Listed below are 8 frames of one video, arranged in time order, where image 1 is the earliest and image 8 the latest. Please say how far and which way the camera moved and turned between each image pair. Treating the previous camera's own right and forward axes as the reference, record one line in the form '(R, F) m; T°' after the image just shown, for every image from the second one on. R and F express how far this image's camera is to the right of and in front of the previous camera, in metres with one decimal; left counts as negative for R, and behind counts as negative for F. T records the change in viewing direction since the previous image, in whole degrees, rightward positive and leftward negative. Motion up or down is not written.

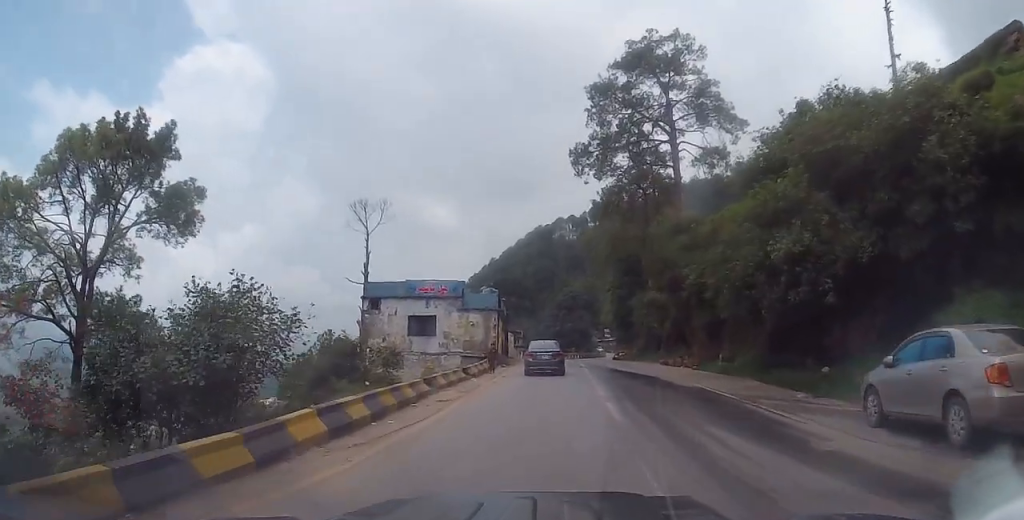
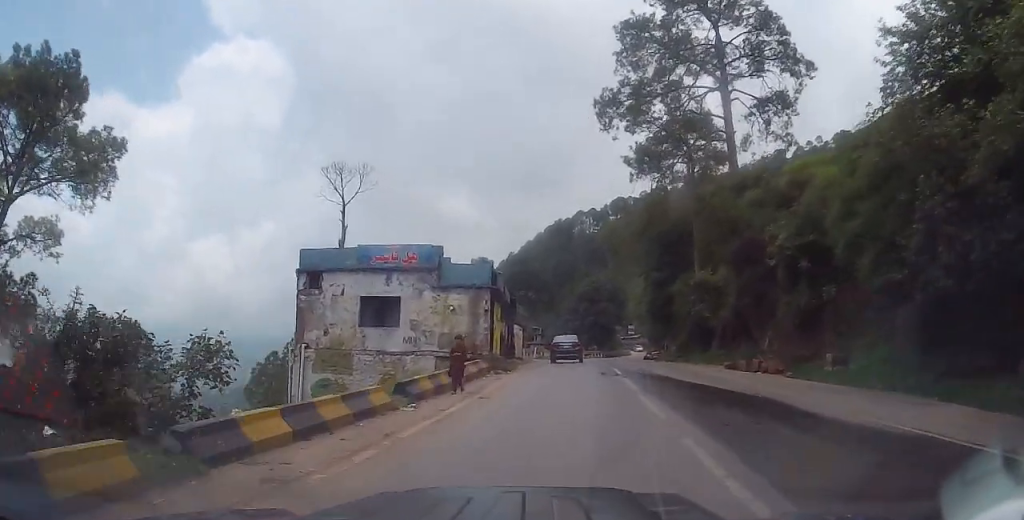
(-0.4, +12.2) m; -5°
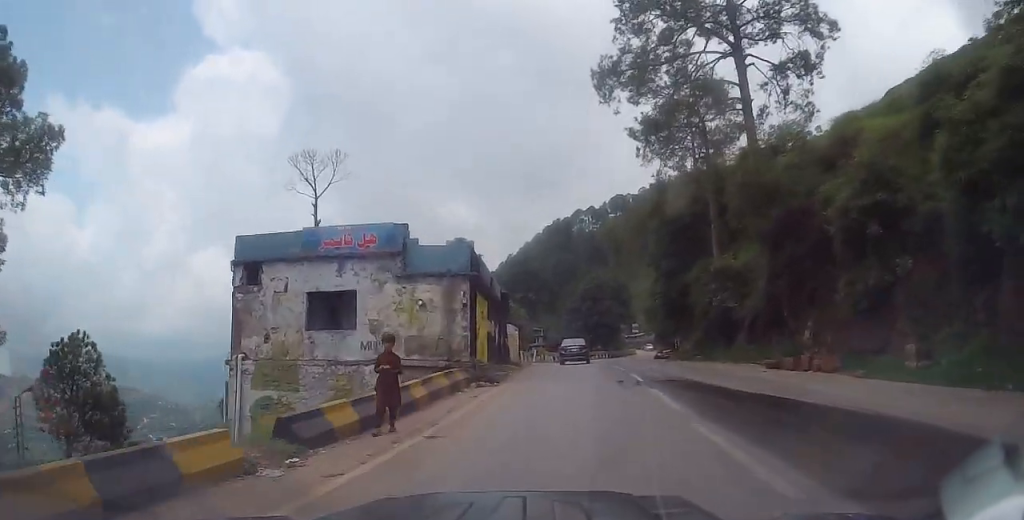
(-0.1, +5.5) m; +1°
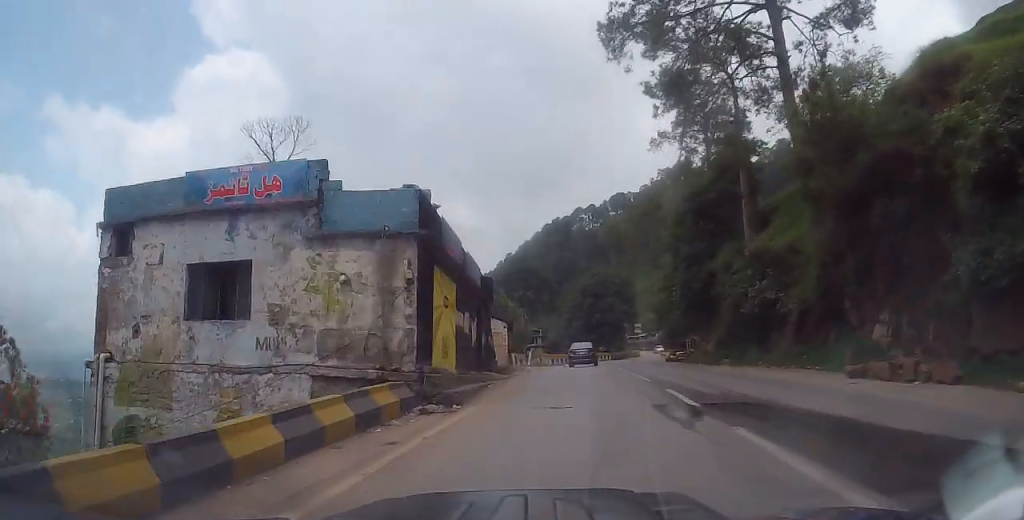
(+0.3, +6.9) m; +2°
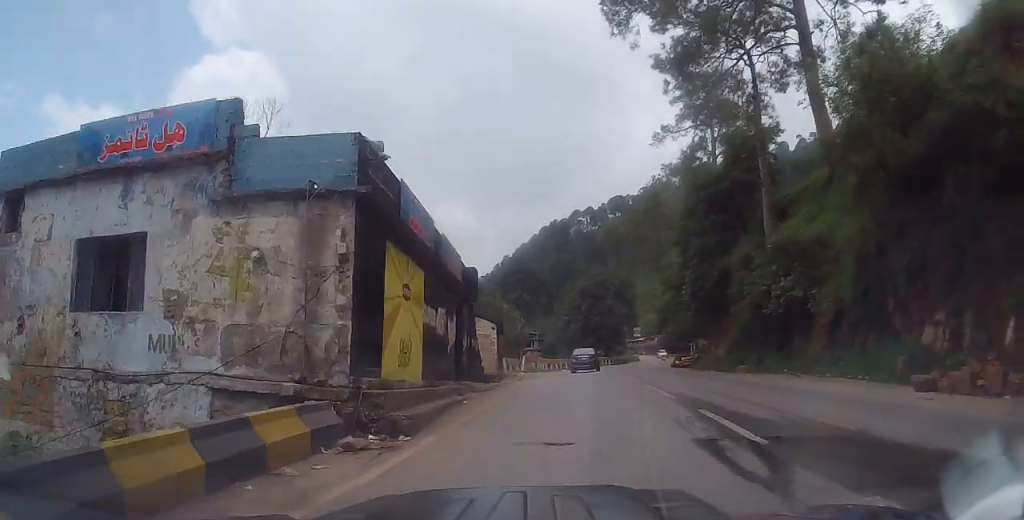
(-0.1, +3.5) m; -1°
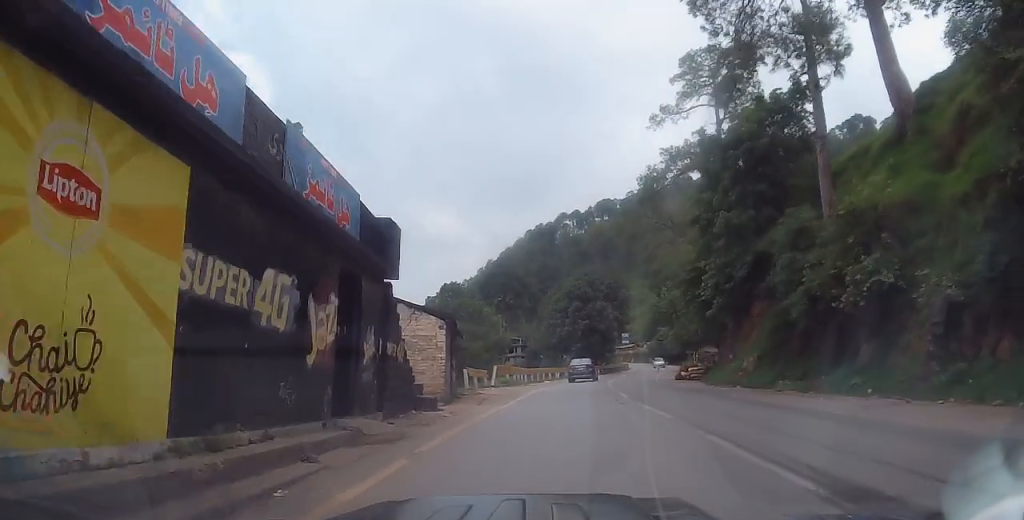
(0.0, +8.0) m; 0°
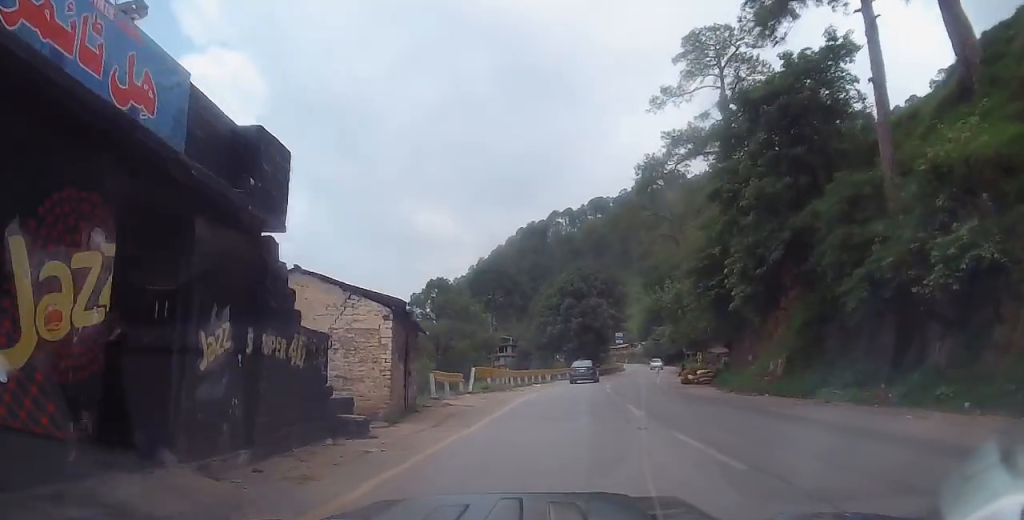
(0.0, +4.7) m; -1°
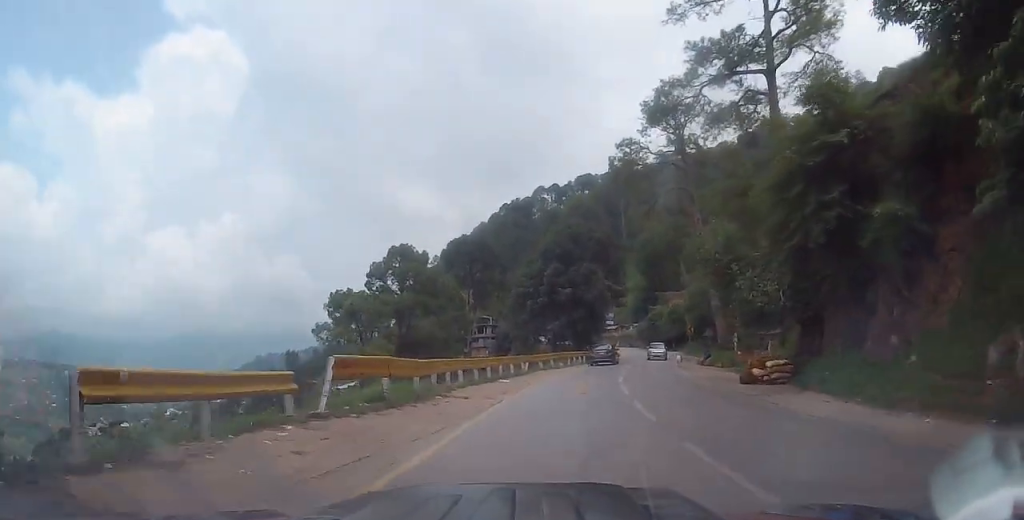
(0.0, +14.4) m; +3°
